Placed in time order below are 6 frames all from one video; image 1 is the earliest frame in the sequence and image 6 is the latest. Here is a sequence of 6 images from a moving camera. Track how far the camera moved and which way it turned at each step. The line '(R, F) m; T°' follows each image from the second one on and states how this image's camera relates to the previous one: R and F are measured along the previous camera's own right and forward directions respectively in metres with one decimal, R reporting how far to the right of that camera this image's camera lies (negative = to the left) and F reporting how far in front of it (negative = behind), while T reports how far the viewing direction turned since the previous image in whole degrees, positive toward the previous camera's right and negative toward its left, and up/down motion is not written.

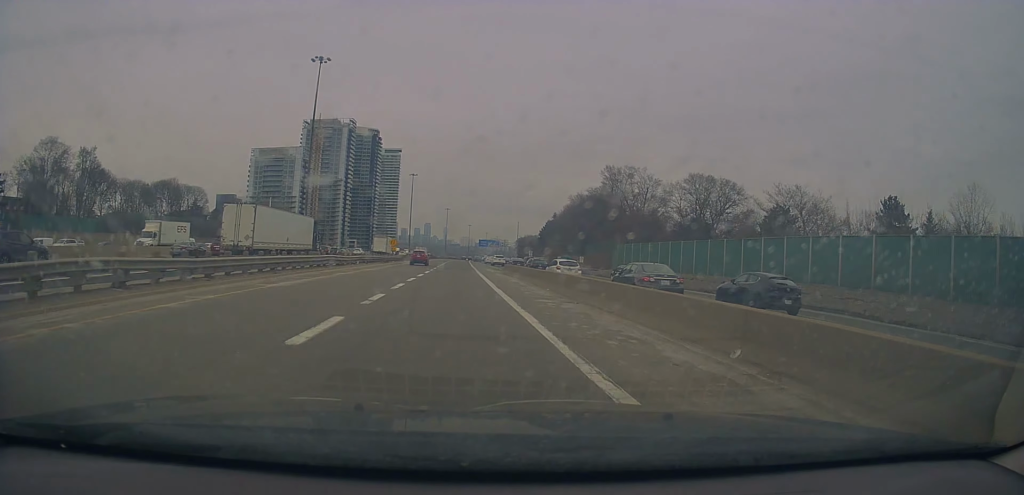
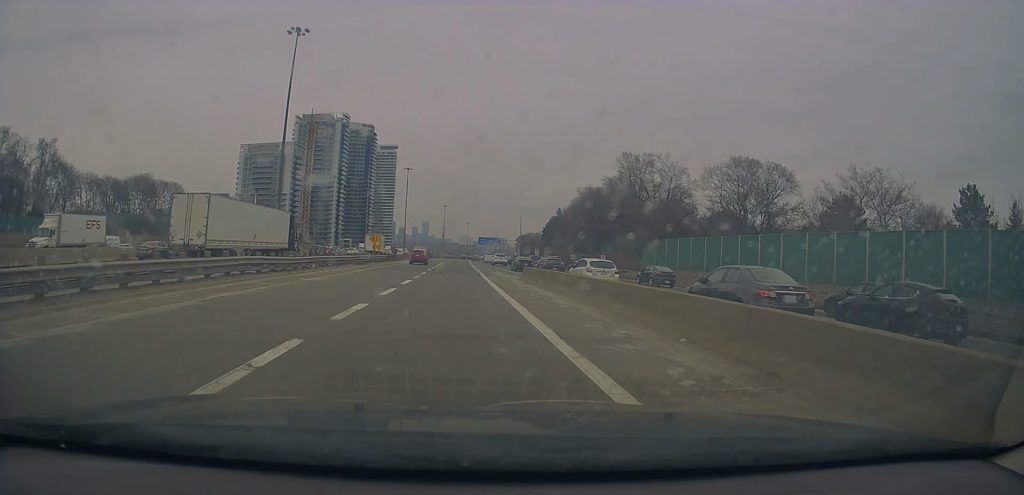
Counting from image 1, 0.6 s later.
(+0.2, +14.1) m; 0°
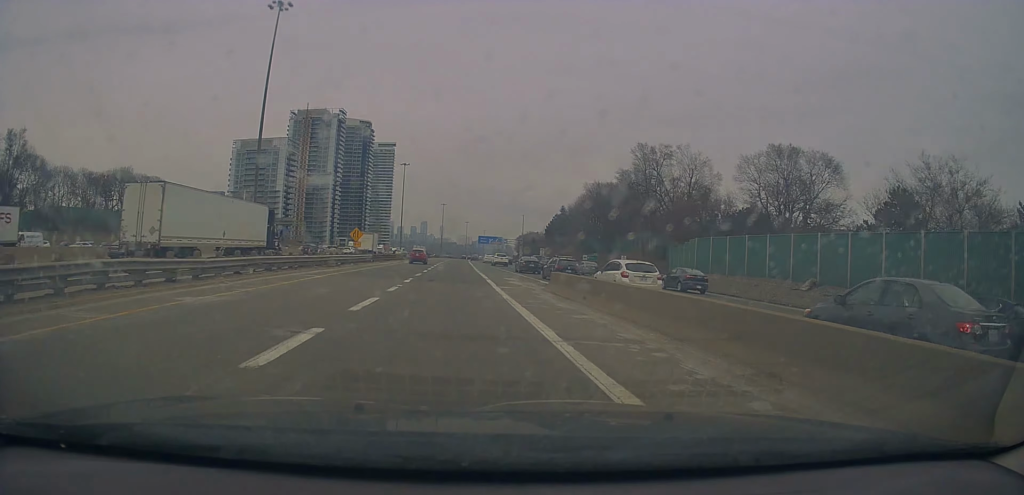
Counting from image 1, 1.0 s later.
(-0.3, +10.4) m; 0°
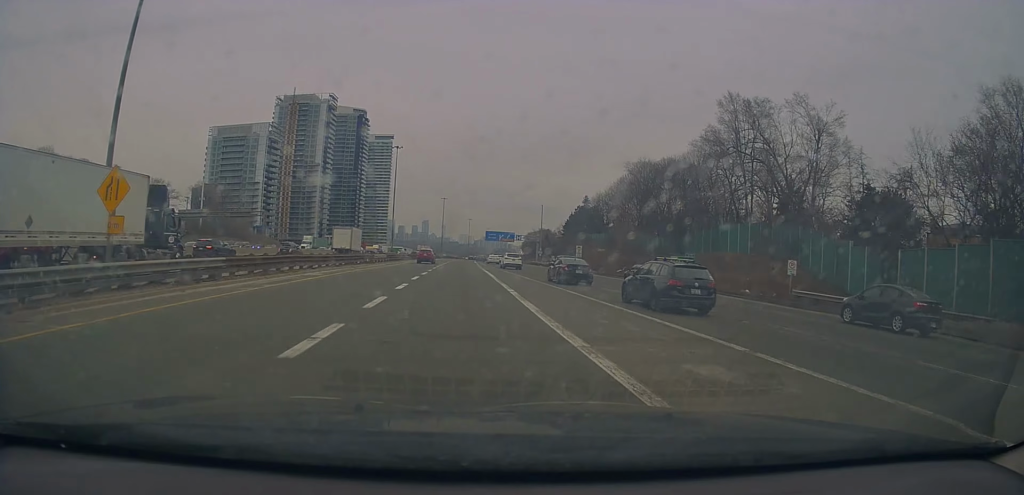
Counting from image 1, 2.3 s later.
(0.0, +35.3) m; 0°
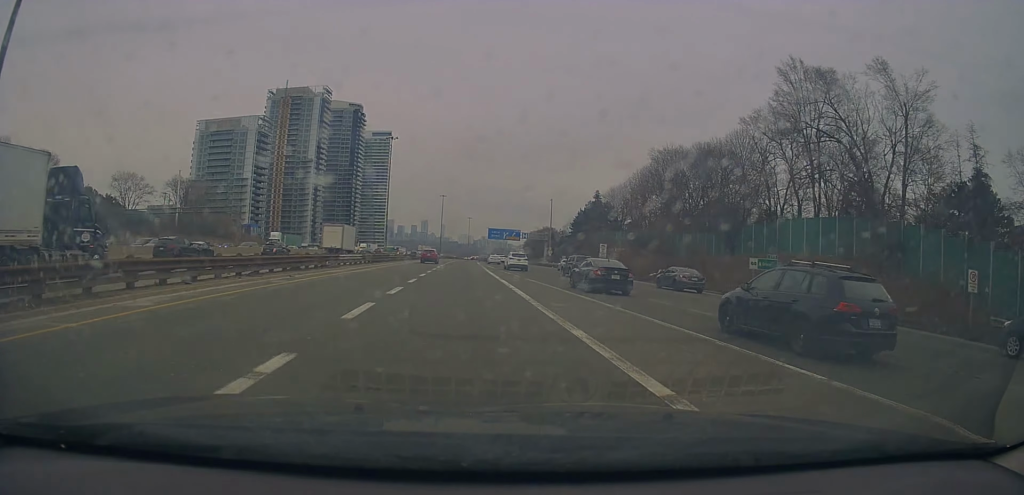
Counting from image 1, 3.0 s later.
(-0.2, +16.3) m; +1°
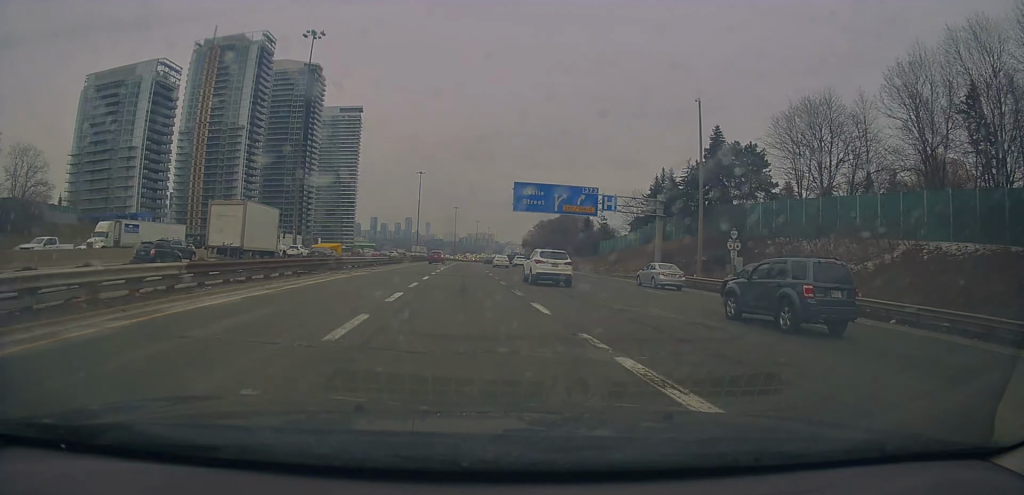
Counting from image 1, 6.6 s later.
(+0.9, +92.9) m; 0°
